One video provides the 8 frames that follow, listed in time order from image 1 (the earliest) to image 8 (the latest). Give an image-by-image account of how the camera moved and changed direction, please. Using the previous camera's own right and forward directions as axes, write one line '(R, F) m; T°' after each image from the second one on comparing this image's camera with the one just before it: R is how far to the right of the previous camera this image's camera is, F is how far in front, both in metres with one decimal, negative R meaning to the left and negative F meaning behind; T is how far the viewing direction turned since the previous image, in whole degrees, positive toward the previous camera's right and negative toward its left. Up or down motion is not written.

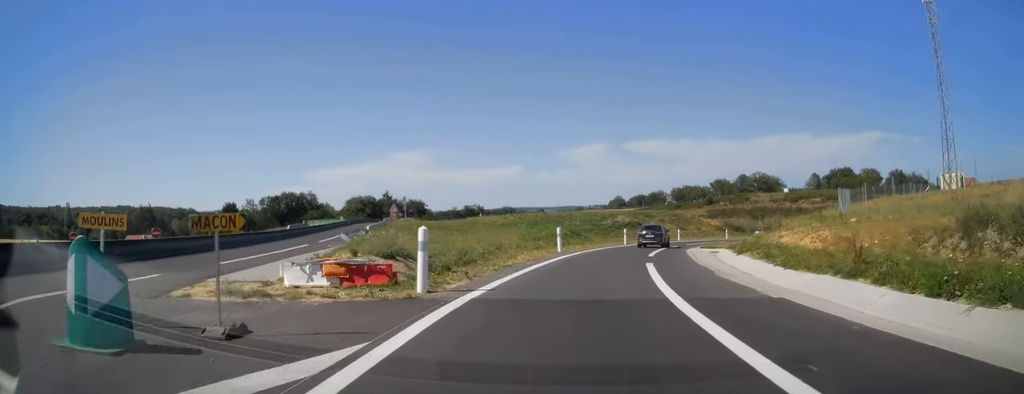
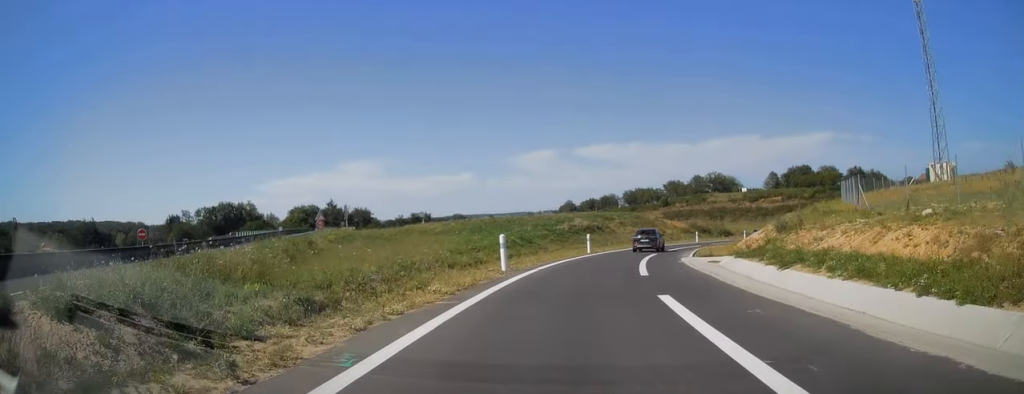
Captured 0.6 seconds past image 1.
(+0.2, +10.0) m; +4°
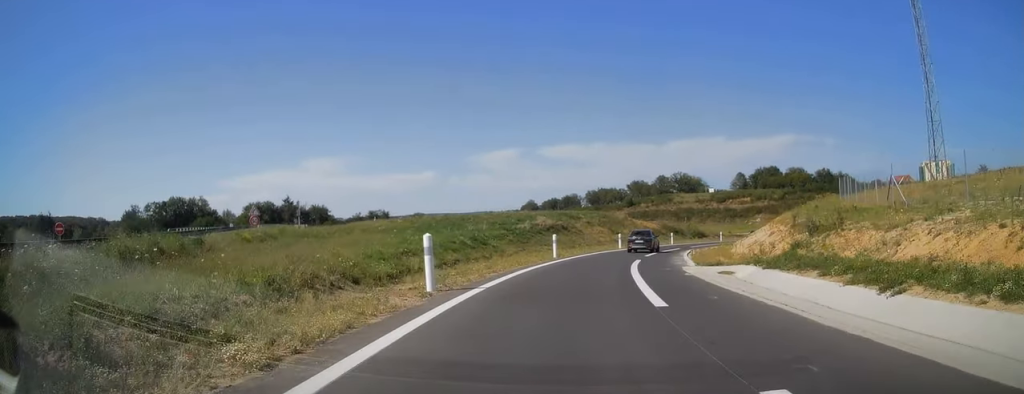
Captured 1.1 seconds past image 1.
(+0.4, +7.6) m; +3°
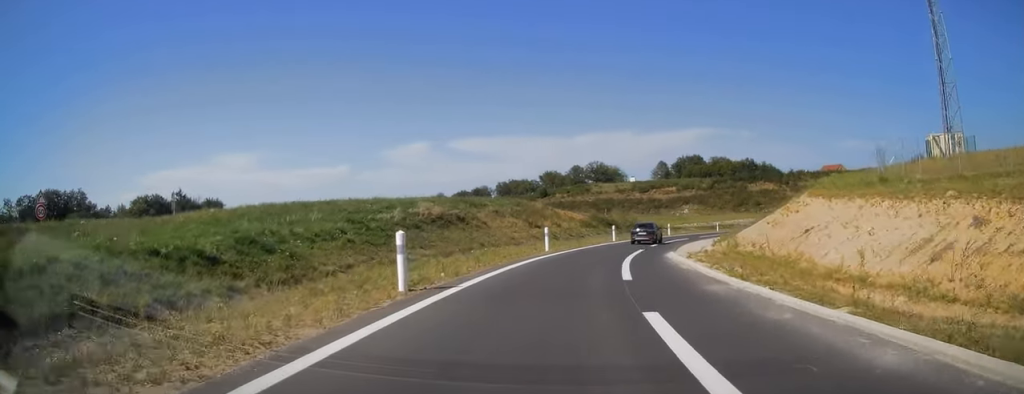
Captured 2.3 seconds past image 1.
(+1.2, +20.6) m; +10°
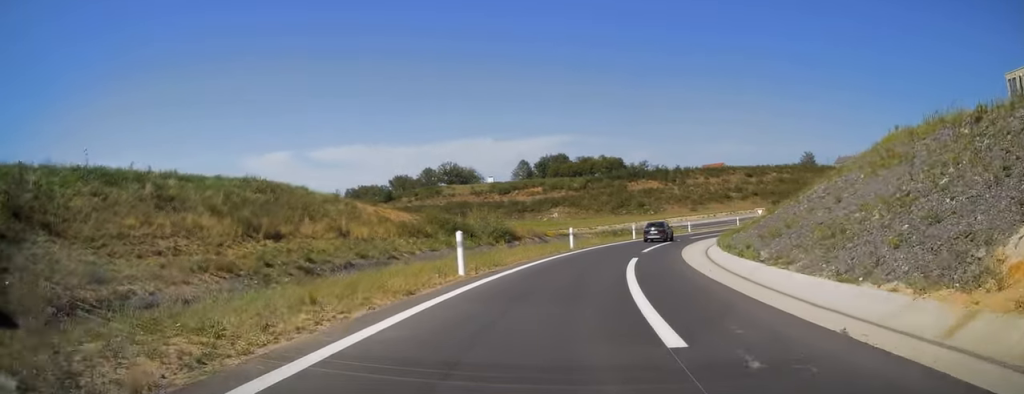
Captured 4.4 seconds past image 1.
(+3.9, +34.0) m; +12°
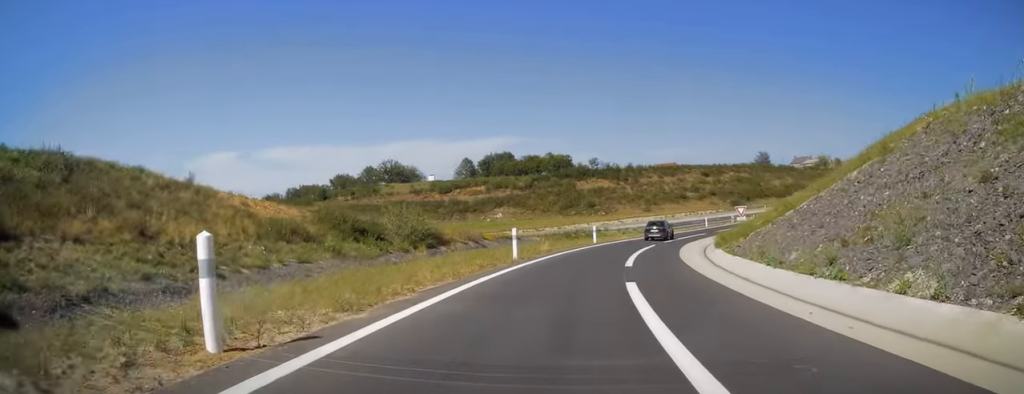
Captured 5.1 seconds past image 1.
(+0.8, +11.9) m; +5°
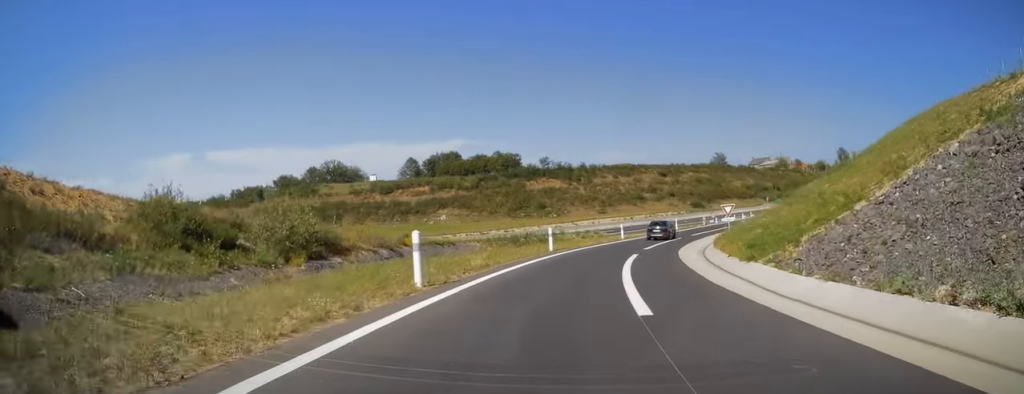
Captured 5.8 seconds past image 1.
(+0.5, +11.4) m; +5°
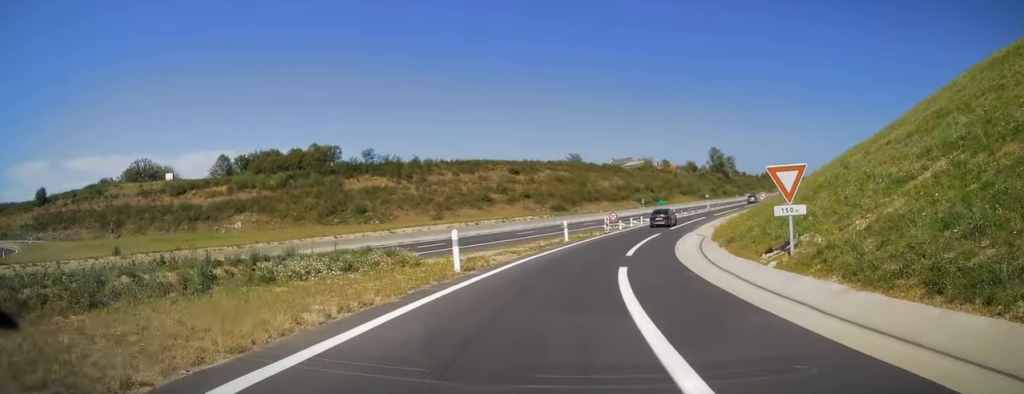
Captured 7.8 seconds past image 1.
(+4.9, +34.9) m; +16°
